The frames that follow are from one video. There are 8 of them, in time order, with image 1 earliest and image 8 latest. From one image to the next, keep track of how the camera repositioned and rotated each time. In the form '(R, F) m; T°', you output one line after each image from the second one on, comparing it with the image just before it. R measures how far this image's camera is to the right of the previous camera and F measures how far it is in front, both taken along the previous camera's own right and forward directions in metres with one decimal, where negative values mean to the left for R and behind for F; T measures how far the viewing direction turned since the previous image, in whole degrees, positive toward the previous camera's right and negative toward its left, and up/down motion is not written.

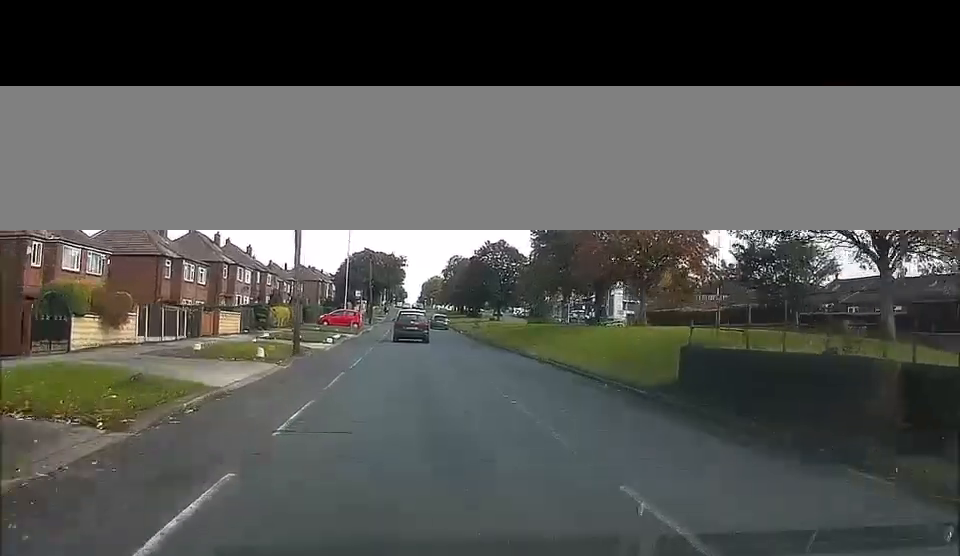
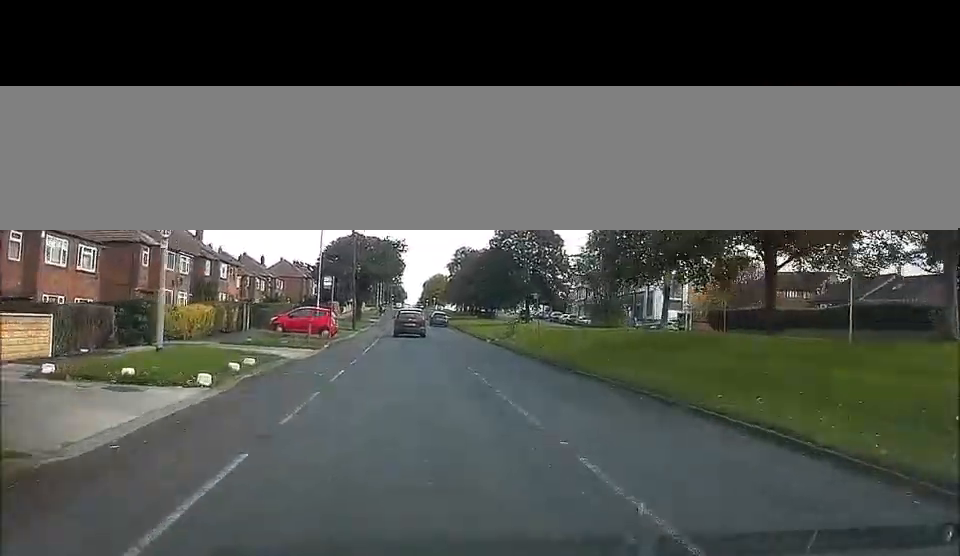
(+0.5, +22.8) m; +1°
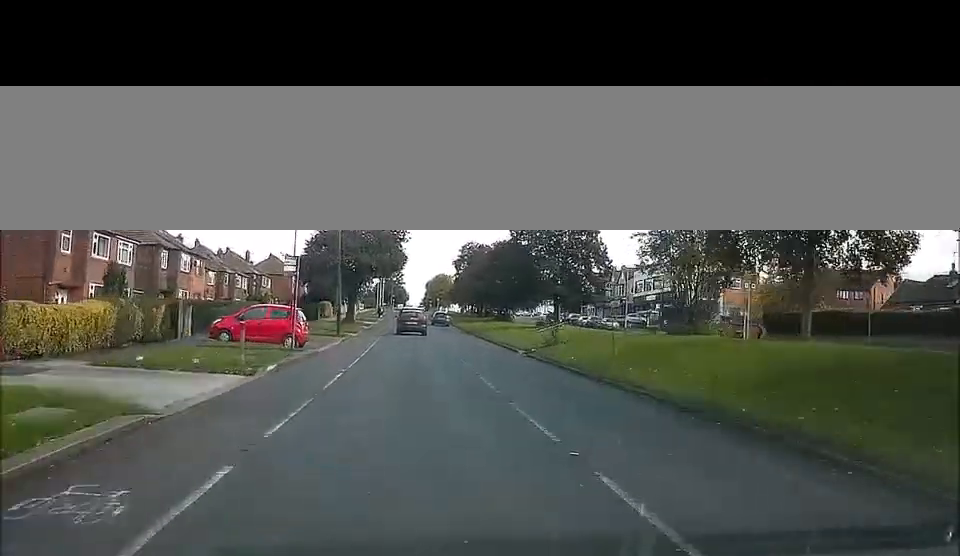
(-0.2, +12.9) m; -1°
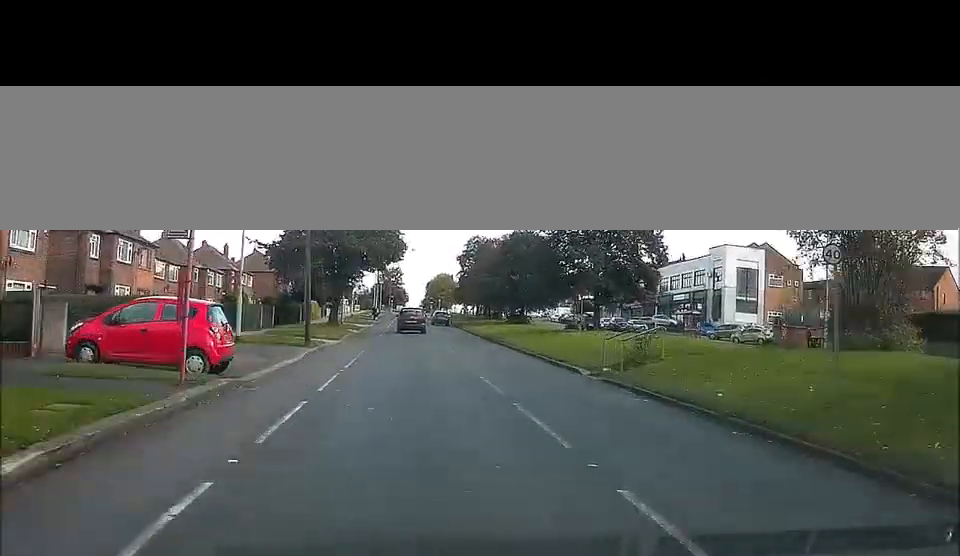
(-0.1, +12.5) m; 0°
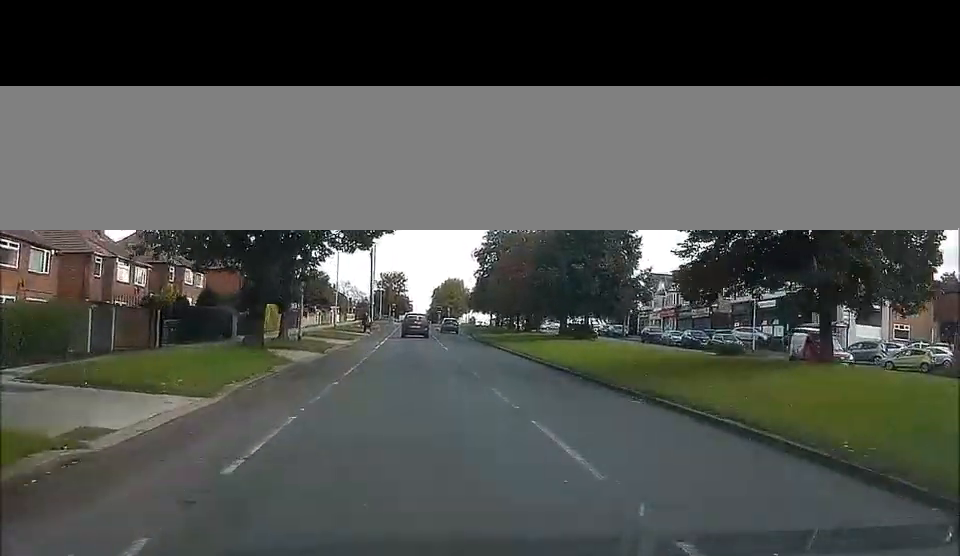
(+0.6, +26.2) m; +1°
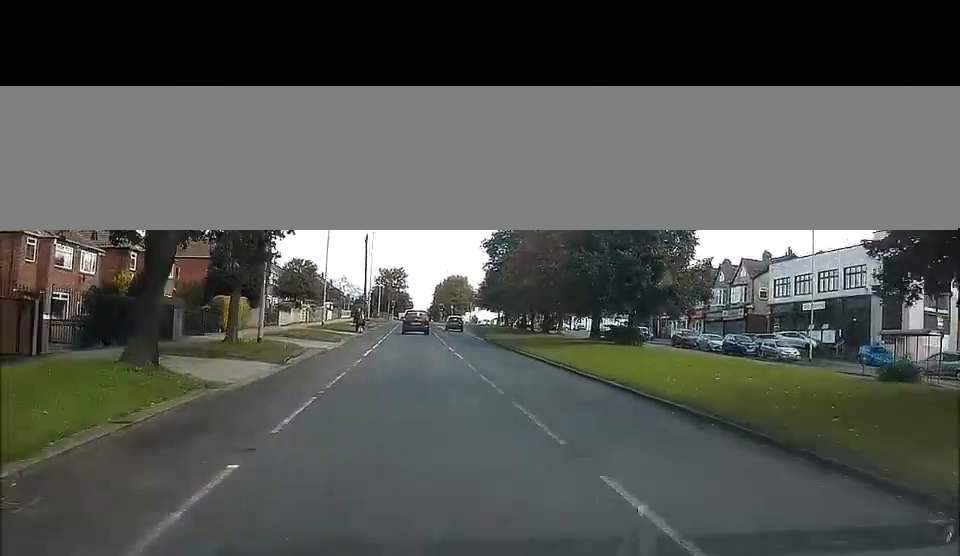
(-0.3, +9.4) m; 0°
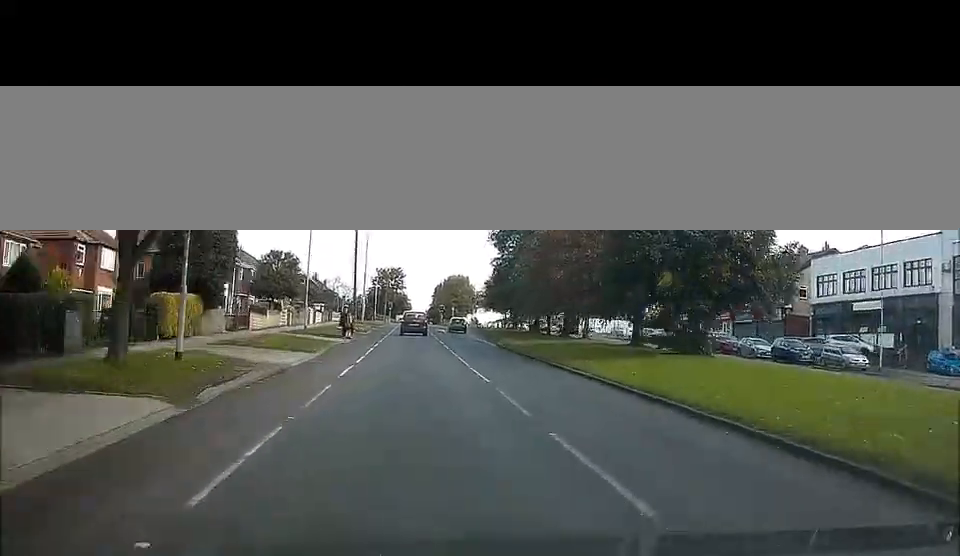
(0.0, +9.9) m; 0°
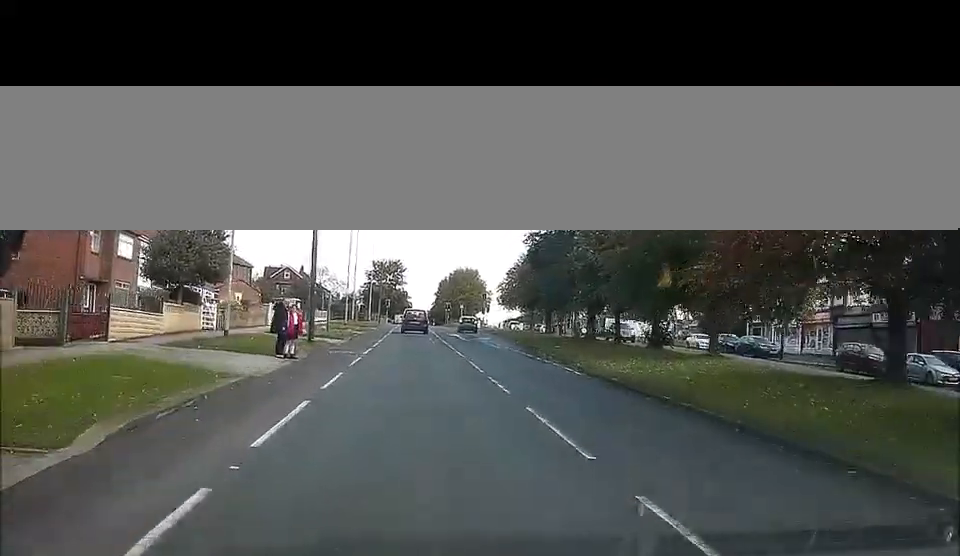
(0.0, +22.0) m; -1°
